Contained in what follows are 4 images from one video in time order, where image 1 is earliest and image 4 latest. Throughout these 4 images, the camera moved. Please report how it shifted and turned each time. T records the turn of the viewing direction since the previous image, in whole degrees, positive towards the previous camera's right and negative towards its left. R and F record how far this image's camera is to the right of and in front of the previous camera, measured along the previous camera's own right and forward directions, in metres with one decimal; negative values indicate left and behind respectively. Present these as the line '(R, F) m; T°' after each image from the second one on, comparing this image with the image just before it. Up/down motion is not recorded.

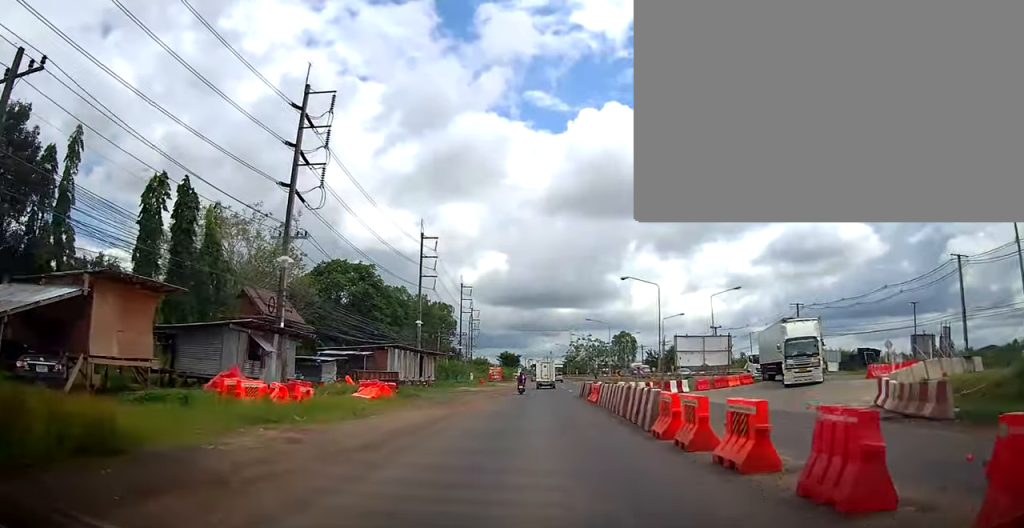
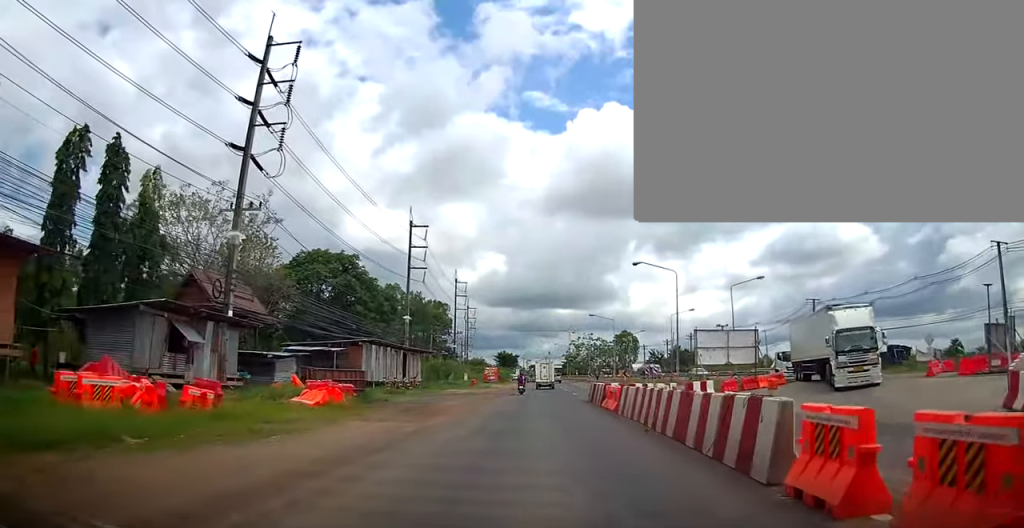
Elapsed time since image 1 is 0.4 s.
(-0.2, +5.9) m; -2°
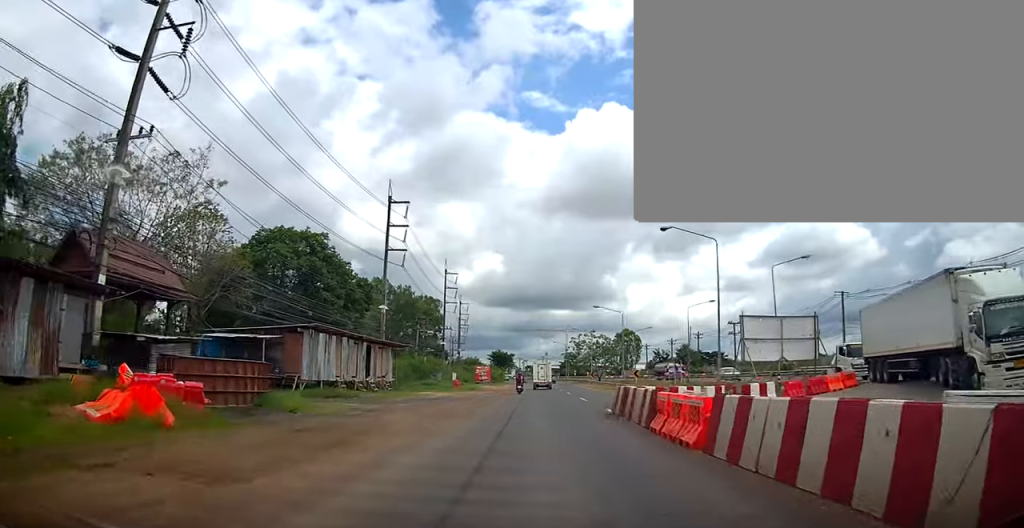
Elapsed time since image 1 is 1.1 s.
(0.0, +9.4) m; 0°
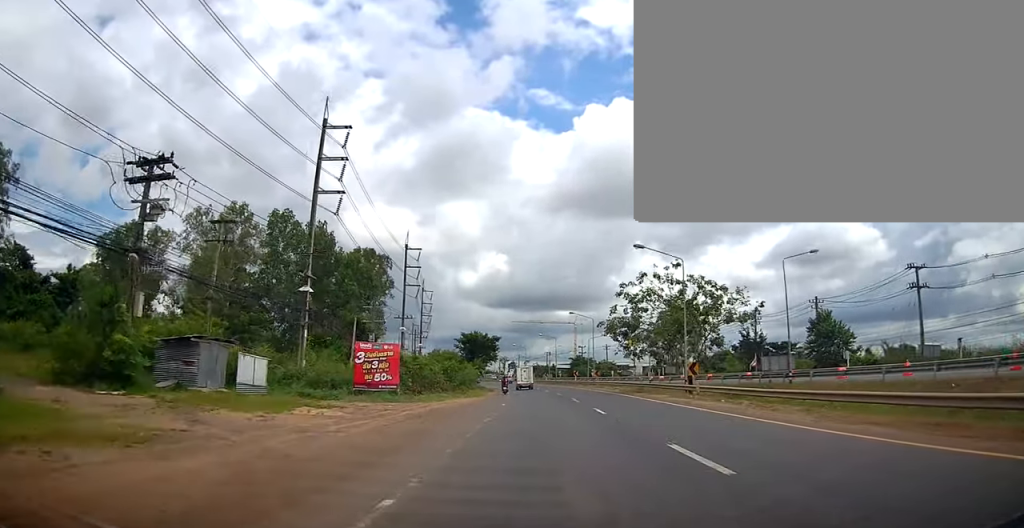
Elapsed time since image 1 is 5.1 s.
(0.0, +59.2) m; 0°
